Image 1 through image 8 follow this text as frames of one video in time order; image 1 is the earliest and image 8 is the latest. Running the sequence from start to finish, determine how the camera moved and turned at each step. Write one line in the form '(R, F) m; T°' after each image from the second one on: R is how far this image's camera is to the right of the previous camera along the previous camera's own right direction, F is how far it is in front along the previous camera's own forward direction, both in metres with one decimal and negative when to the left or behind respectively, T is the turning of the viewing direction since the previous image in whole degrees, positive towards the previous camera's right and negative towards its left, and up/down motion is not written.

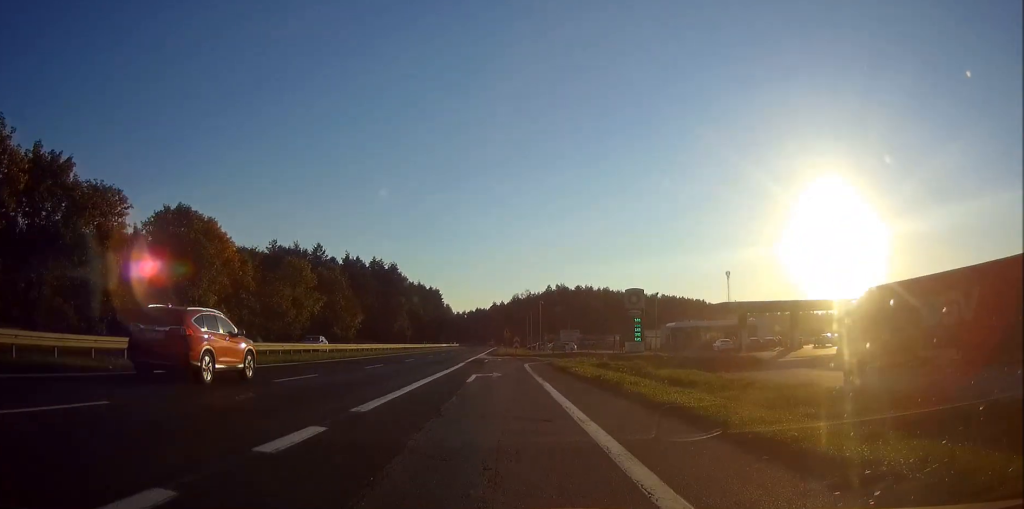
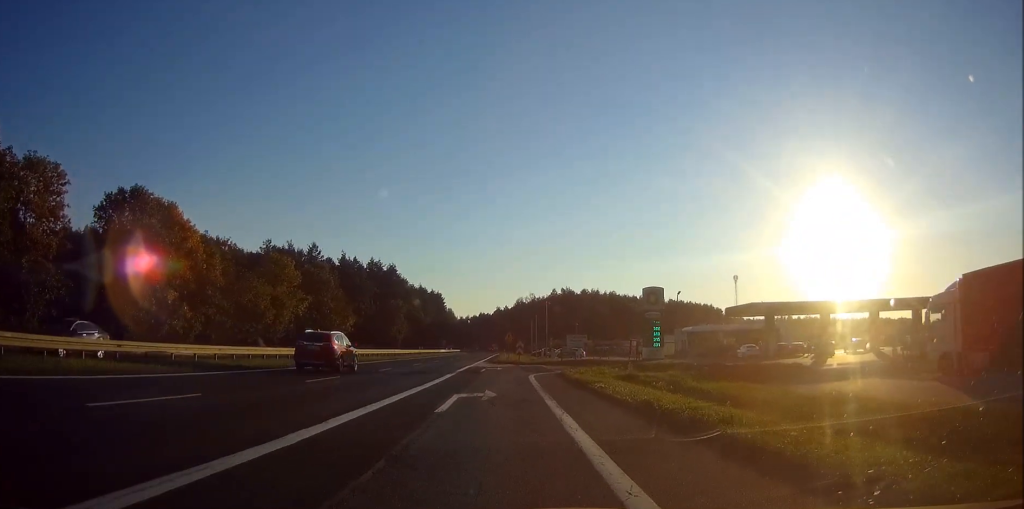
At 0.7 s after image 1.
(0.0, +8.4) m; 0°
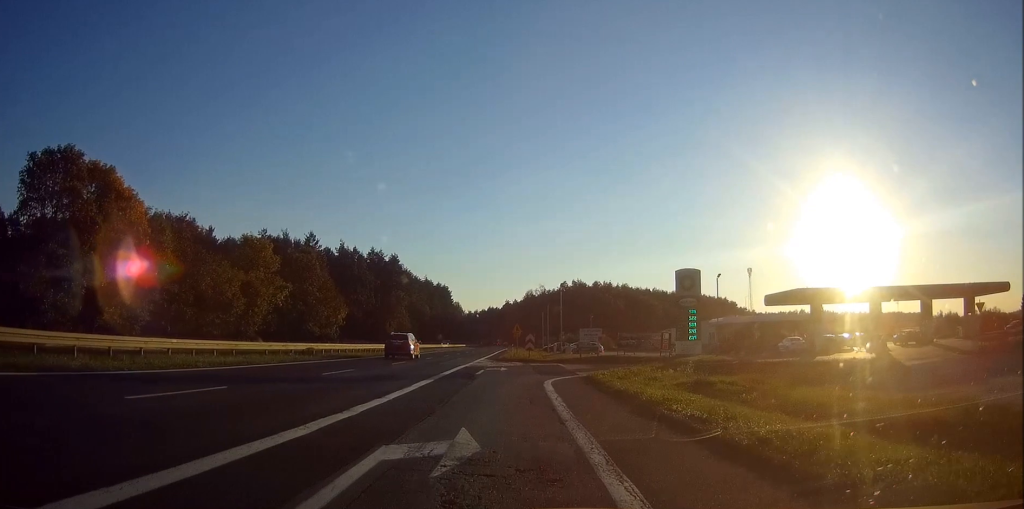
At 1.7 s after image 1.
(0.0, +10.0) m; 0°
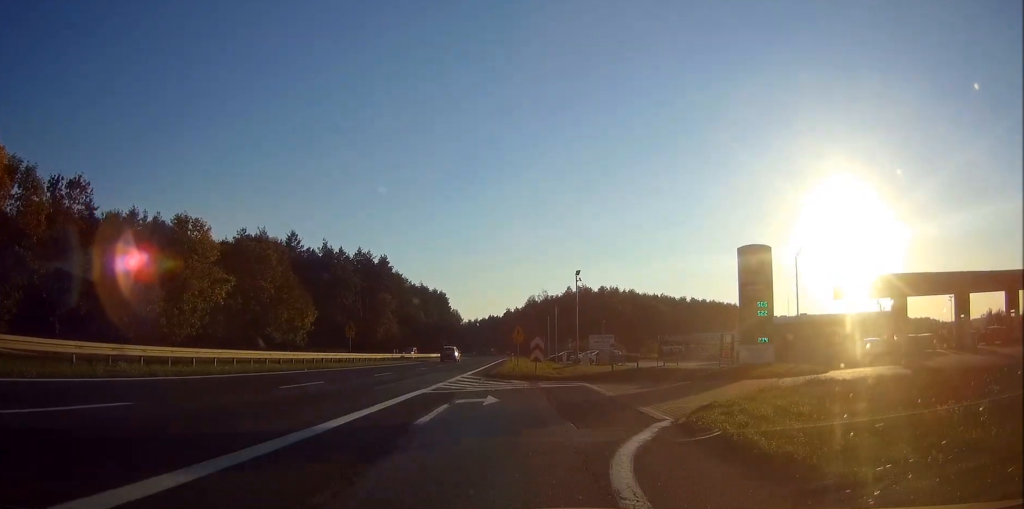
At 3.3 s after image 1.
(0.0, +13.9) m; 0°
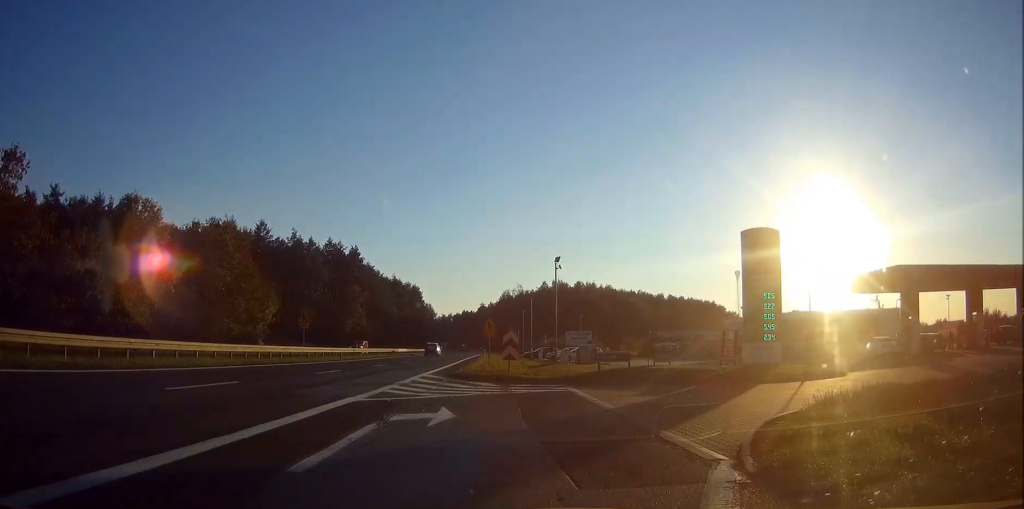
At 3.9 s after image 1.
(0.0, +4.6) m; +3°
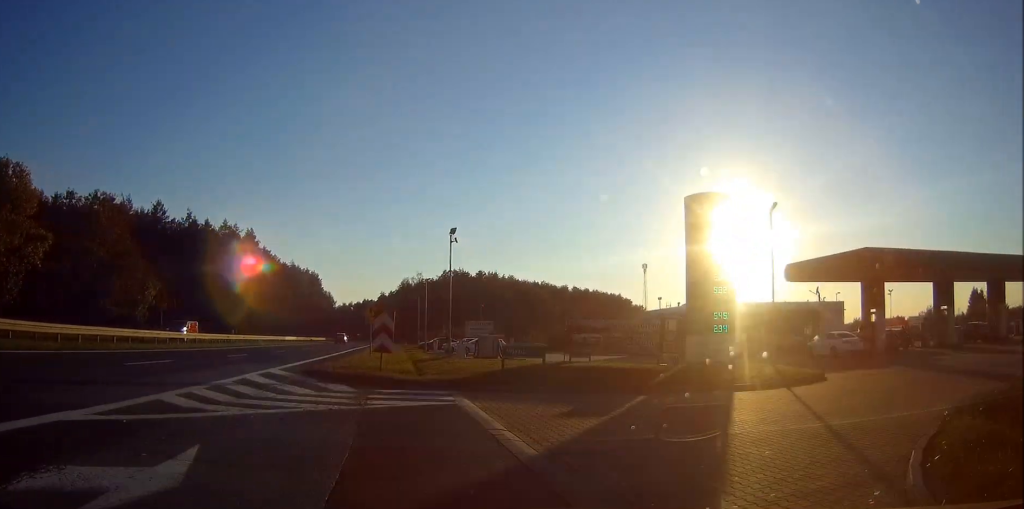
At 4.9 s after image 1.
(+0.3, +6.8) m; +13°
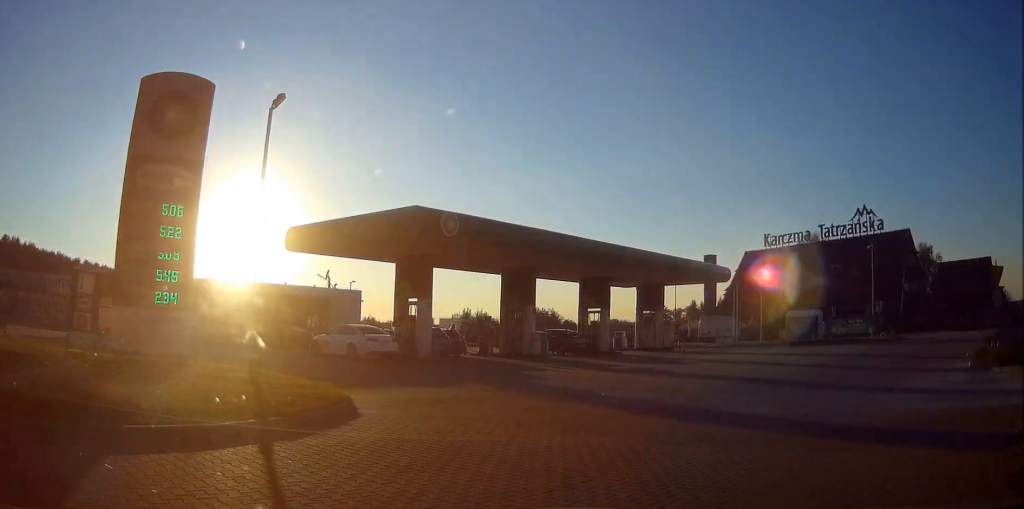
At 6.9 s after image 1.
(+4.3, +9.7) m; +58°
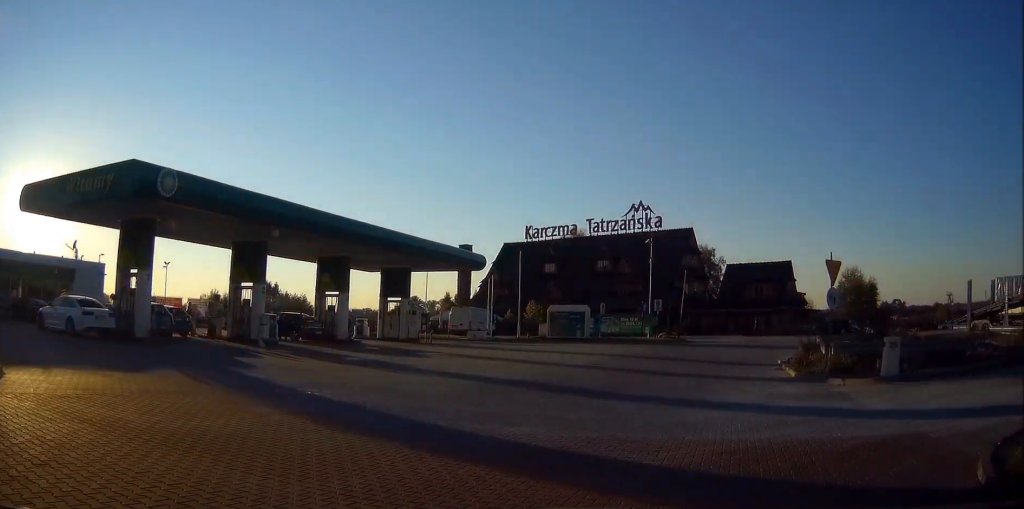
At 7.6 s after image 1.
(+0.5, +3.3) m; +27°
